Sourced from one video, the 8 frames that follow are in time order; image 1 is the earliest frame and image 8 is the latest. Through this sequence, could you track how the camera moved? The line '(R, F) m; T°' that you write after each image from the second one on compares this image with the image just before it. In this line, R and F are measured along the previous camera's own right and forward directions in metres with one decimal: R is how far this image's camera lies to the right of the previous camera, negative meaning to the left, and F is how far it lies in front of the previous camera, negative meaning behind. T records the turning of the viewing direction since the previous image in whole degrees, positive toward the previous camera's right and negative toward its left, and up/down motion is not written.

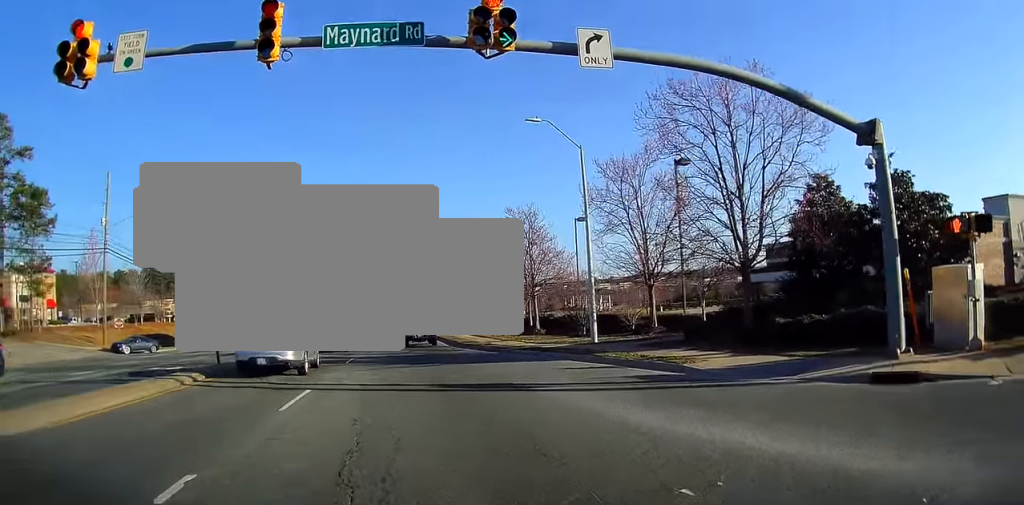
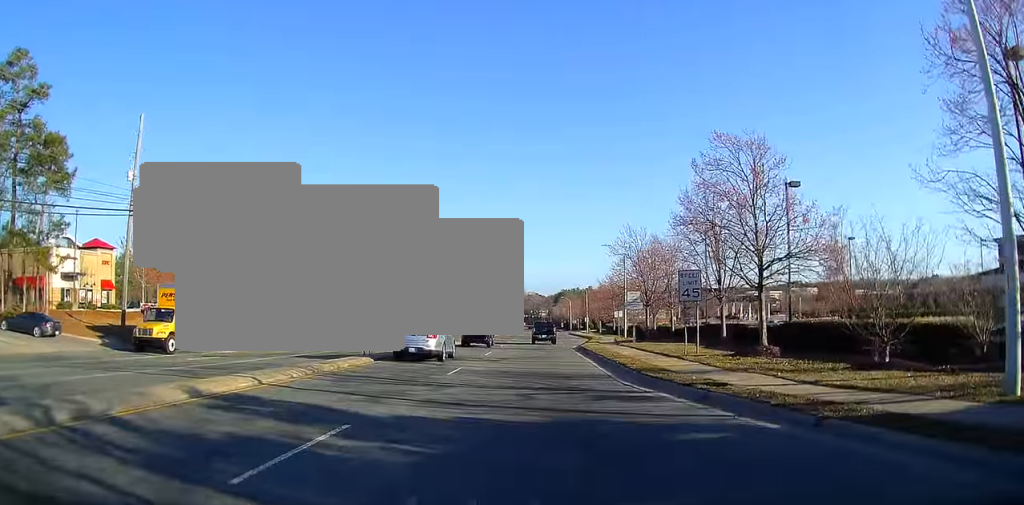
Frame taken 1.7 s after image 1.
(-4.5, +17.2) m; -14°
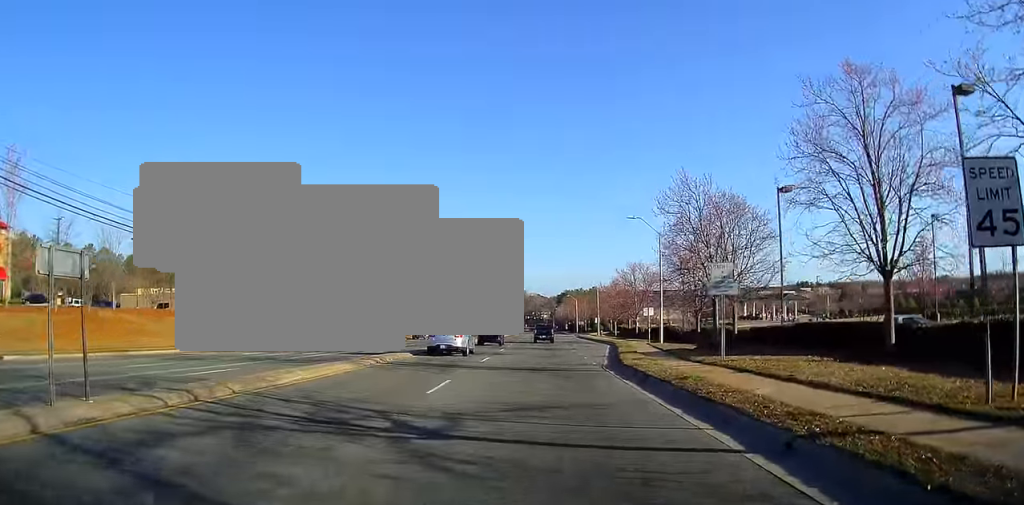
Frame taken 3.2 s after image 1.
(+0.3, +17.6) m; 0°
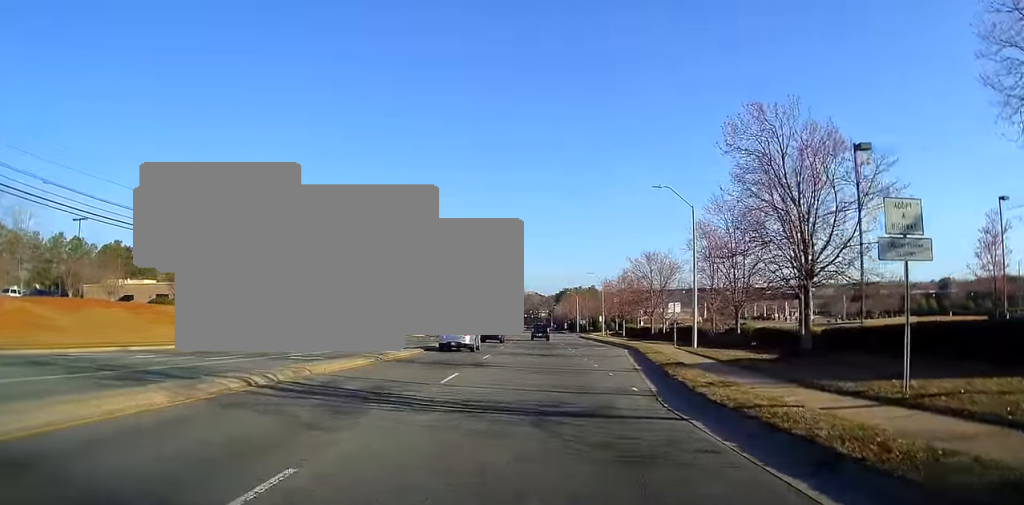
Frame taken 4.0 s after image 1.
(-0.2, +10.8) m; -1°
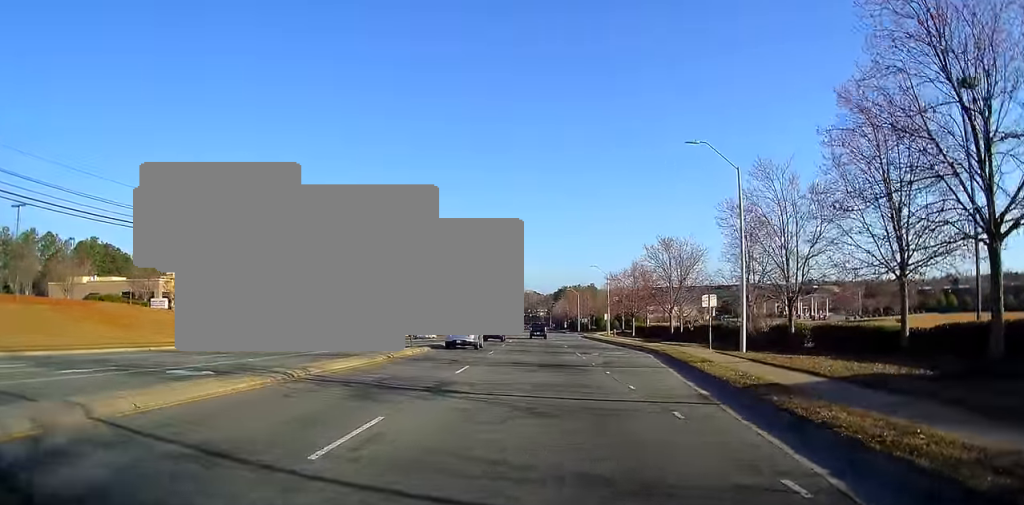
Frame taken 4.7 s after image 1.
(0.0, +9.3) m; +1°
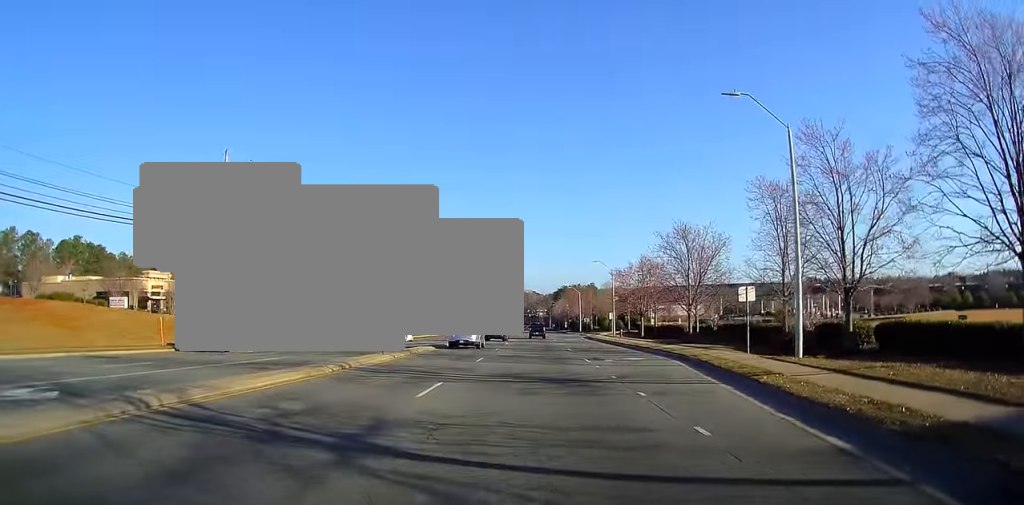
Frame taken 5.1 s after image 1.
(0.0, +6.3) m; +1°
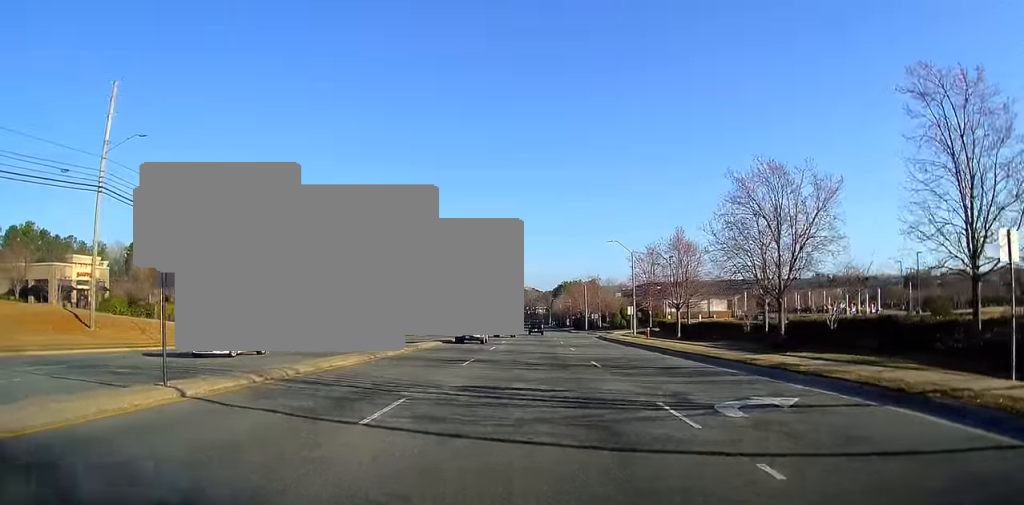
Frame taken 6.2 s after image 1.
(+0.3, +16.9) m; +1°
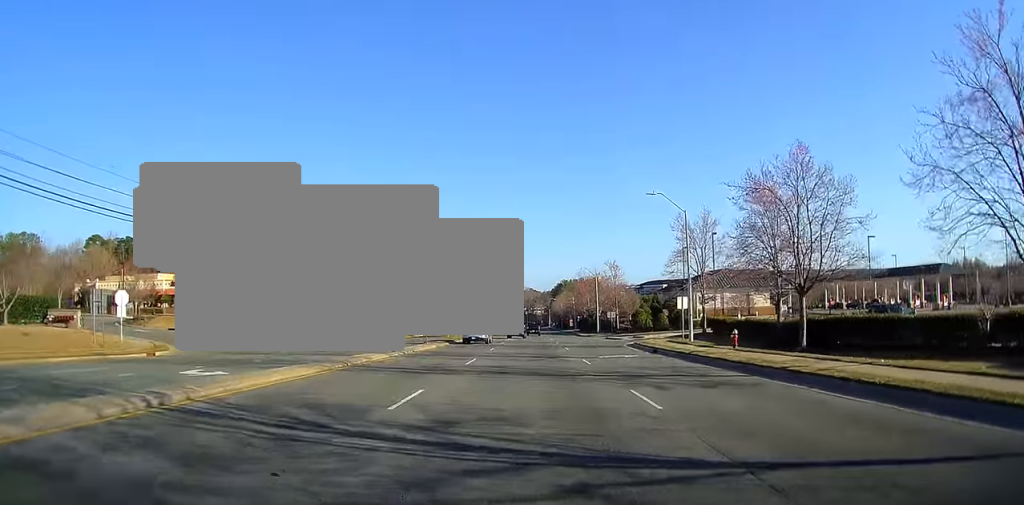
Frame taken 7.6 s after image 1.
(-0.4, +23.2) m; -1°
